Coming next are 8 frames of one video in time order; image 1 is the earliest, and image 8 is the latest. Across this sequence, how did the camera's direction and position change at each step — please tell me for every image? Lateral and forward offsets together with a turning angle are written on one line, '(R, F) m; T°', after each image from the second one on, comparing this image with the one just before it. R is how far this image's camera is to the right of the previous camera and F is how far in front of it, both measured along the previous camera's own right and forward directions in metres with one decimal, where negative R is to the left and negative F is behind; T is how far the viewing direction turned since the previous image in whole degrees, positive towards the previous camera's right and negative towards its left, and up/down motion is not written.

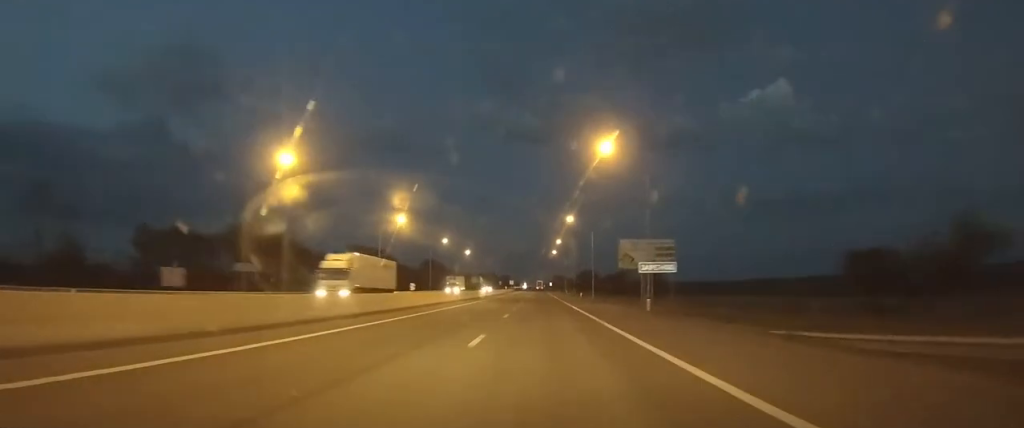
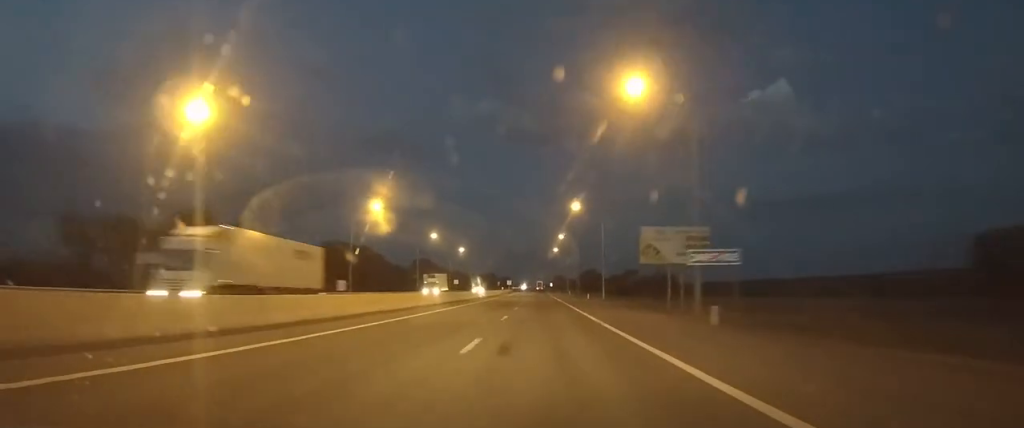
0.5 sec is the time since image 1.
(0.0, +11.9) m; 0°
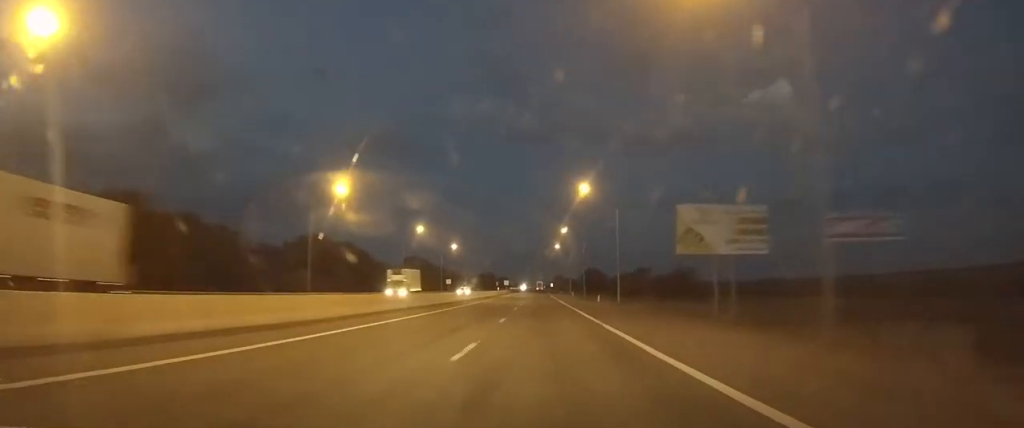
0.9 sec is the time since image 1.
(0.0, +11.6) m; 0°
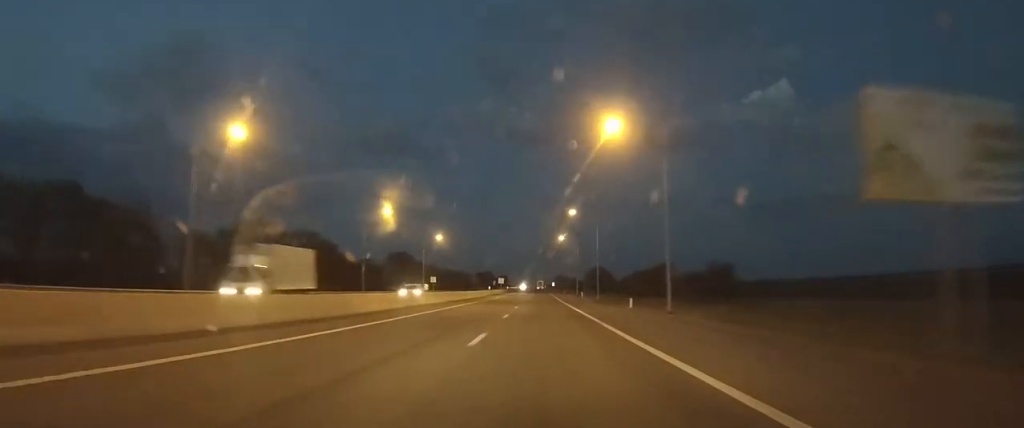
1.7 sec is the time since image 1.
(0.0, +17.8) m; 0°
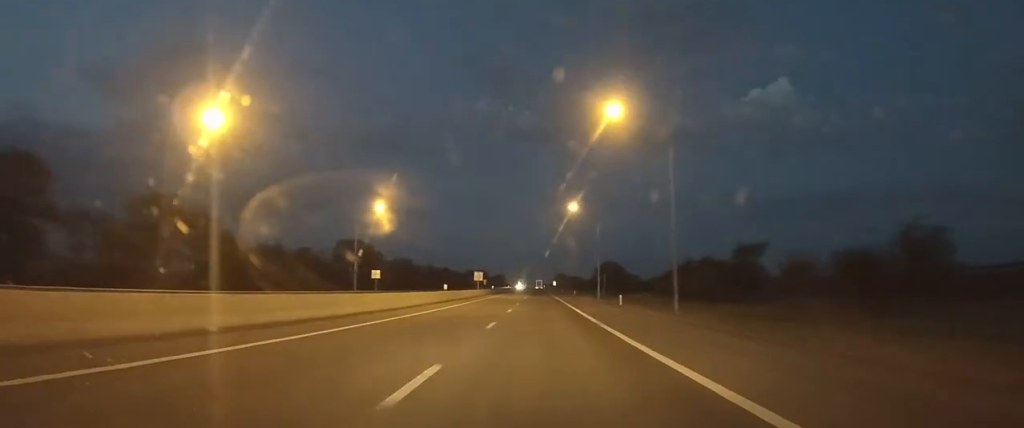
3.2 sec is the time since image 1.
(+0.2, +33.5) m; 0°
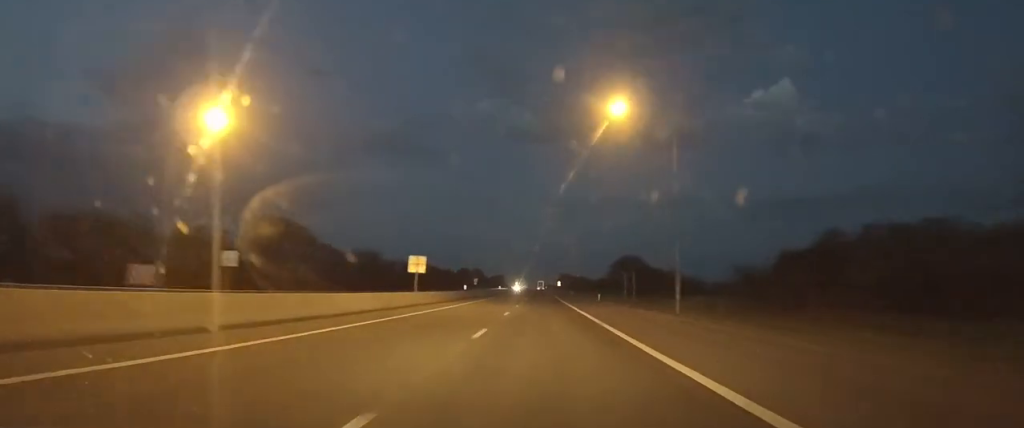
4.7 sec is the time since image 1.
(-0.1, +37.8) m; 0°
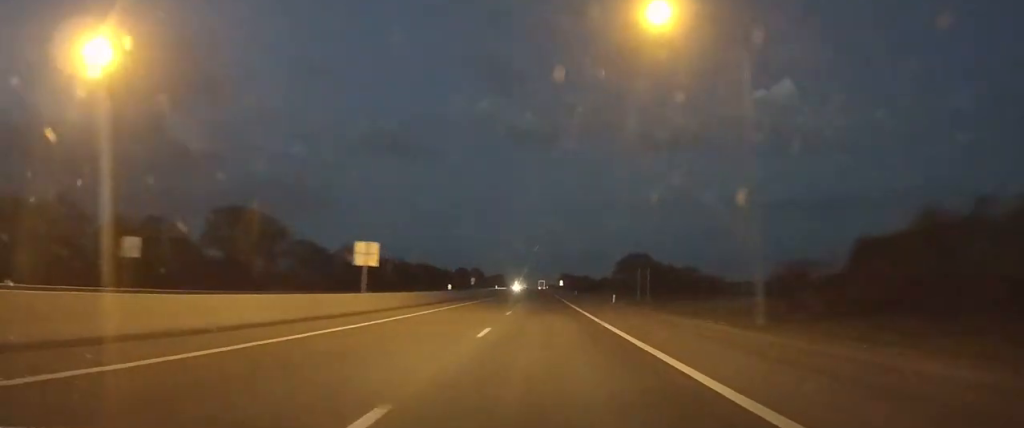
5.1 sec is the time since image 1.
(0.0, +13.1) m; 0°
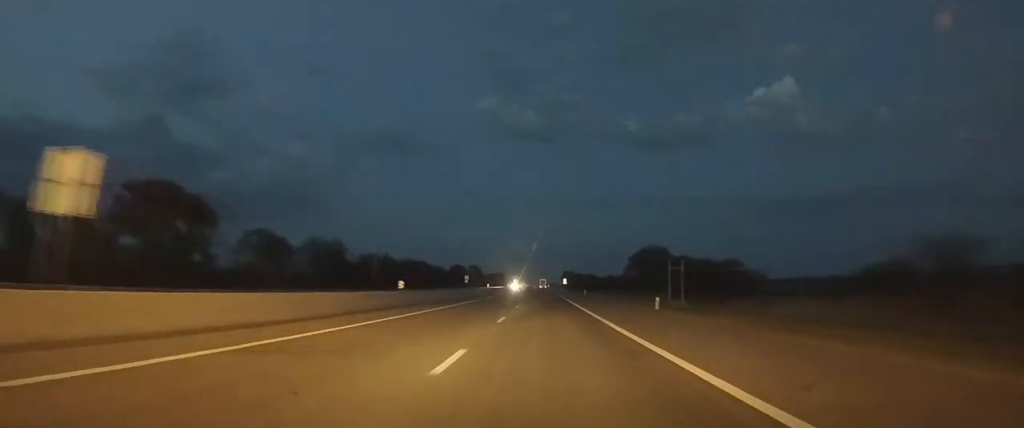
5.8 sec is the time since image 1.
(0.0, +21.6) m; 0°
